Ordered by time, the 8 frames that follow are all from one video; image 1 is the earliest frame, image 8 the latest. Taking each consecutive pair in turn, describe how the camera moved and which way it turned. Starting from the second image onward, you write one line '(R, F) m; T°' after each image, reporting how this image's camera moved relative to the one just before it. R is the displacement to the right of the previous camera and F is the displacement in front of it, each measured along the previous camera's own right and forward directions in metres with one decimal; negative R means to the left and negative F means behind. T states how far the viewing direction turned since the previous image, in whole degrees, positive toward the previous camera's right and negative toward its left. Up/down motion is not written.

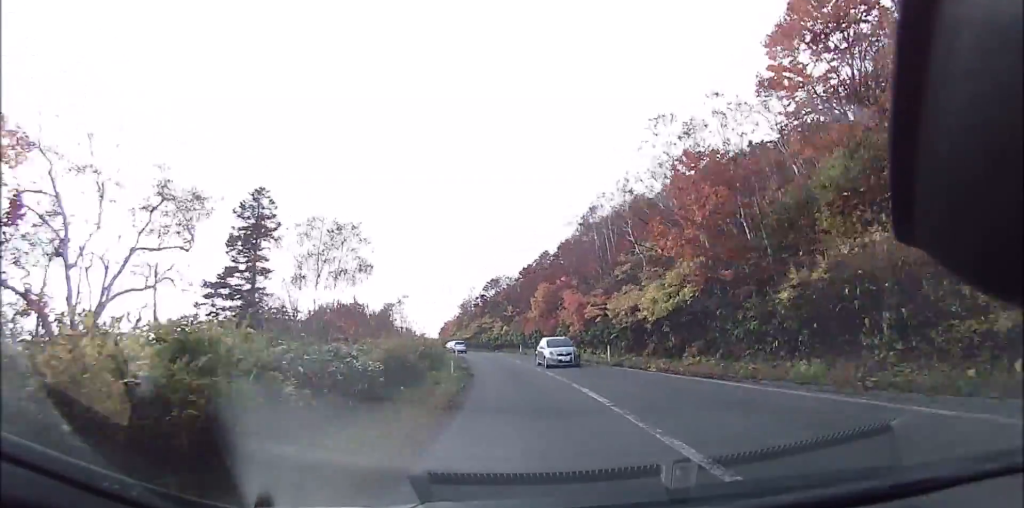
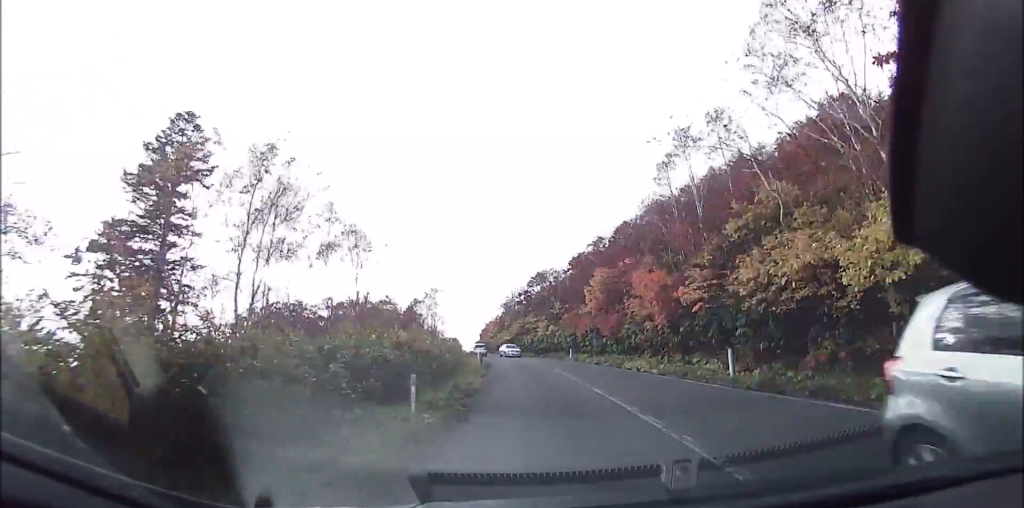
(-0.6, +10.0) m; -5°
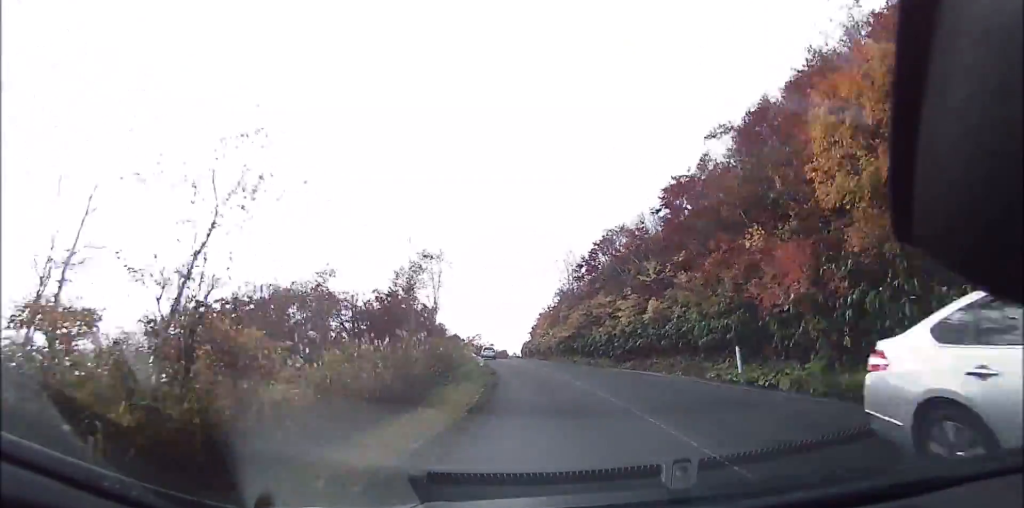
(-2.6, +24.0) m; -11°
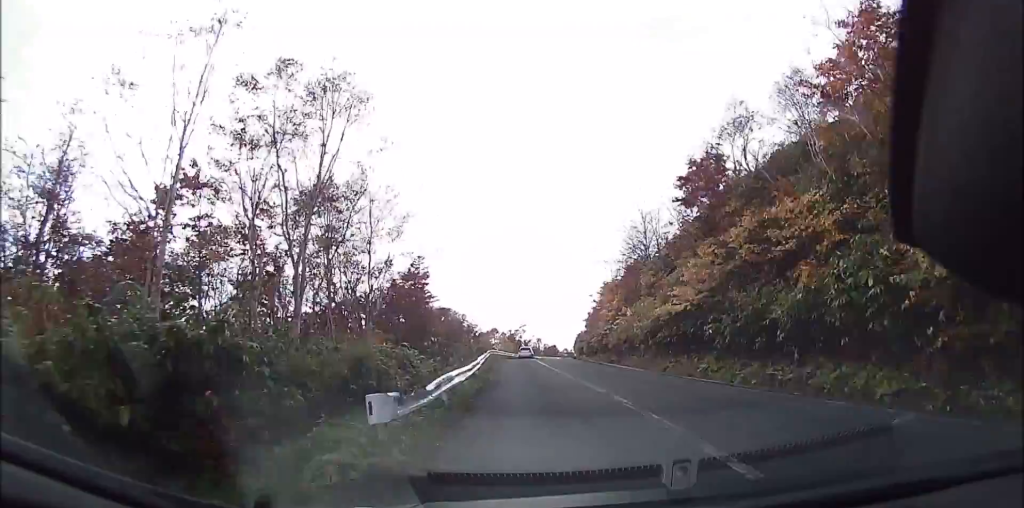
(-1.4, +21.8) m; -6°
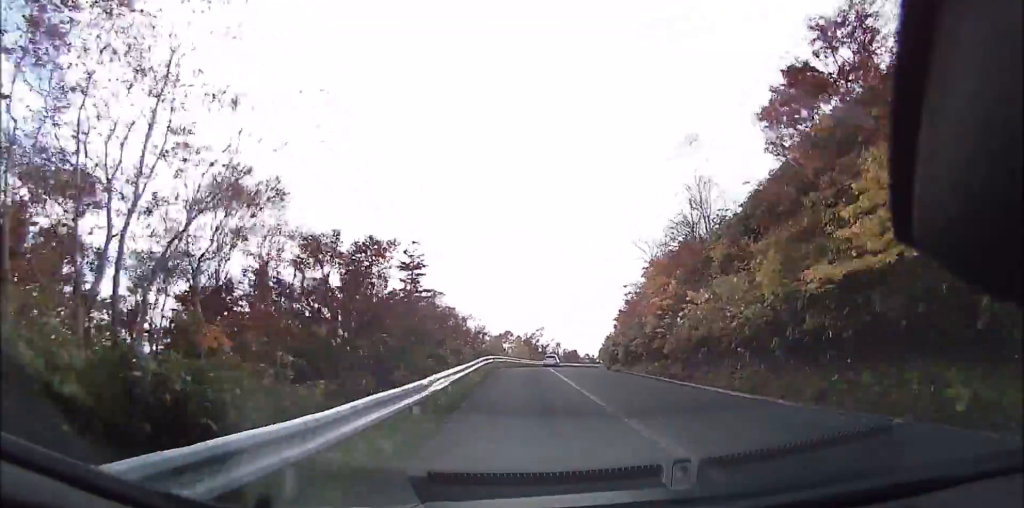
(0.0, +10.4) m; -2°
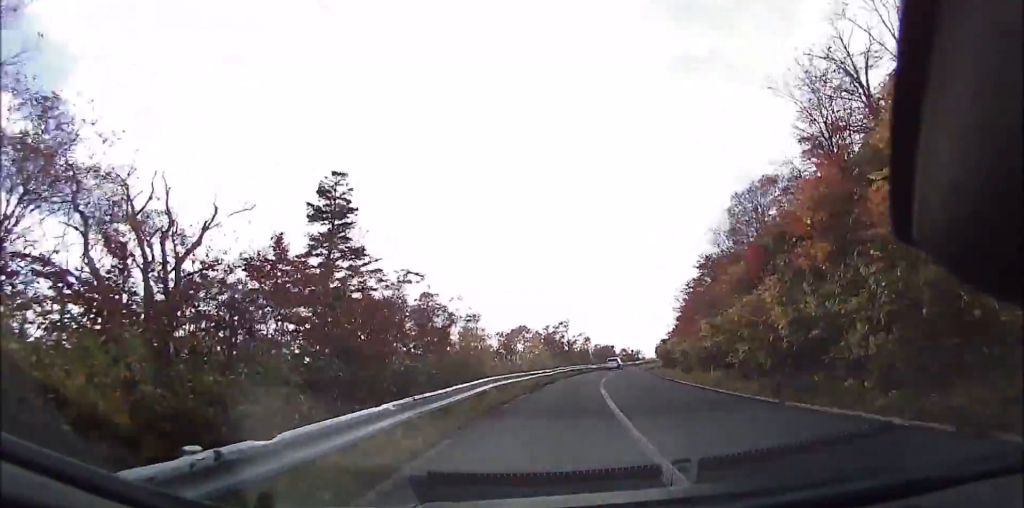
(-0.9, +22.4) m; -2°
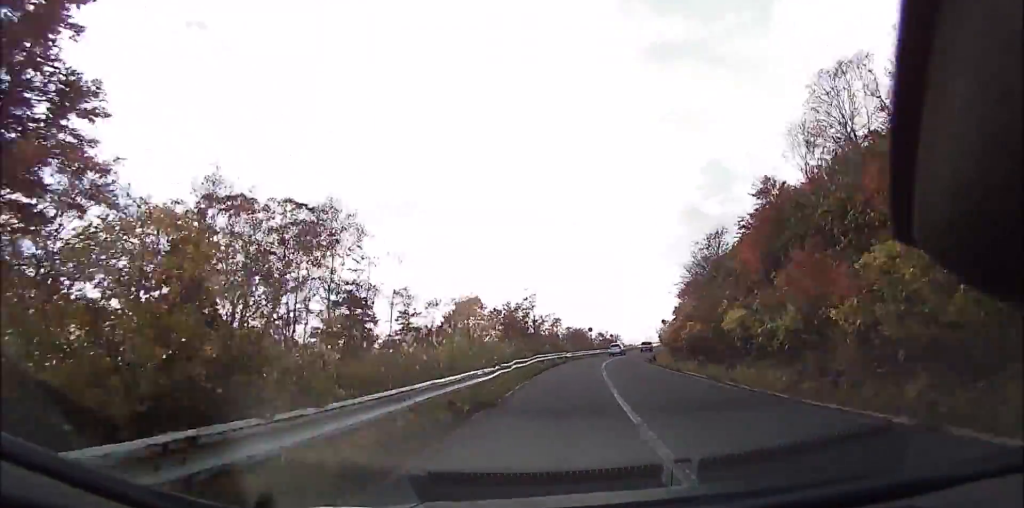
(-0.1, +16.5) m; 0°
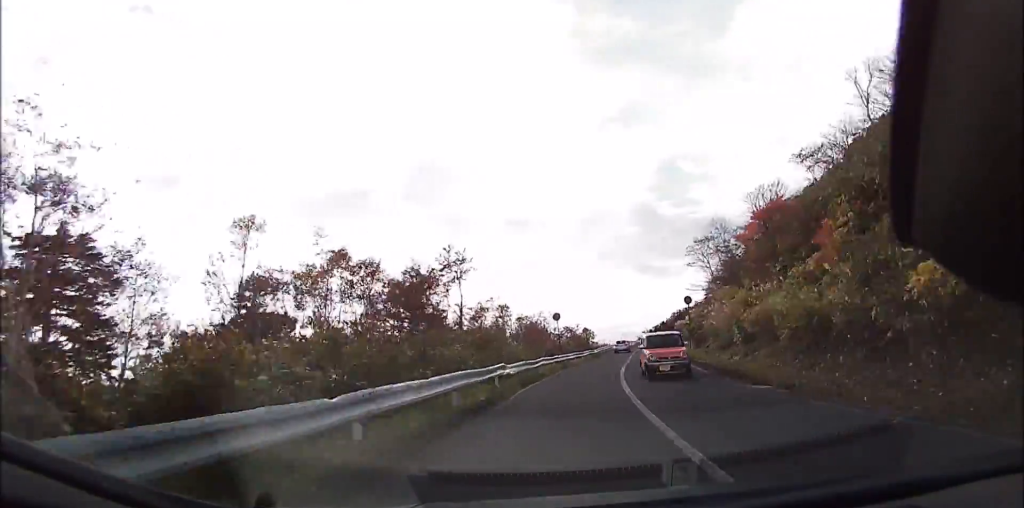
(+0.9, +24.7) m; +6°
